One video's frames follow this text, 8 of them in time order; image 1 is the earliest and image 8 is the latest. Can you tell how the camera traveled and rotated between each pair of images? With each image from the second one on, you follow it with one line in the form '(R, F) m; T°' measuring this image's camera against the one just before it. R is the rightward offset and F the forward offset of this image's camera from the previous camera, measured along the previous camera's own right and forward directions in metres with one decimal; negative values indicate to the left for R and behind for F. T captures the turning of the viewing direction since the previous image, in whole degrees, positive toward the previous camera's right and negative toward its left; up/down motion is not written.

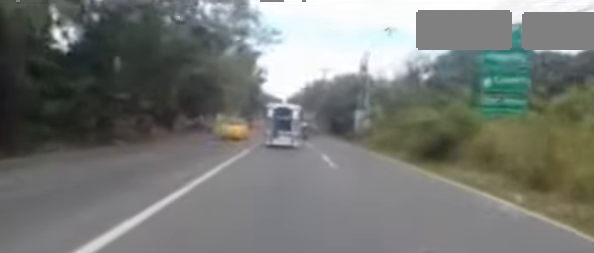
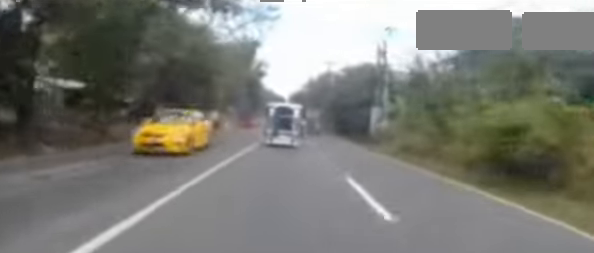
(+0.1, +5.0) m; +1°
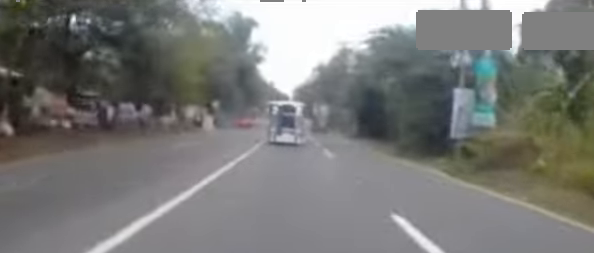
(+0.4, +11.2) m; +2°
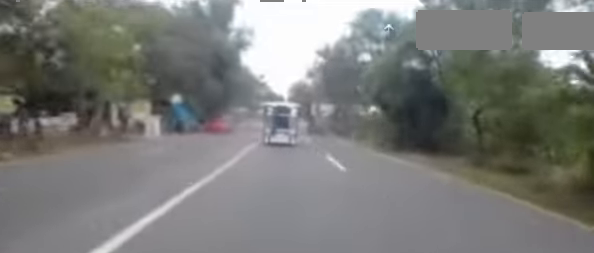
(0.0, +11.1) m; -2°
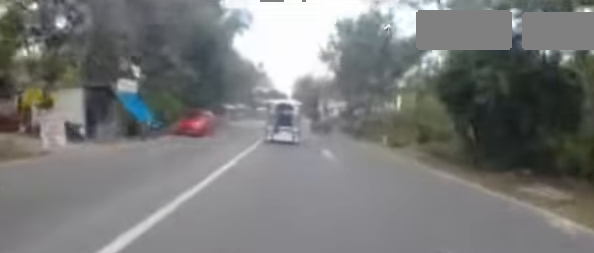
(-0.2, +8.0) m; -1°
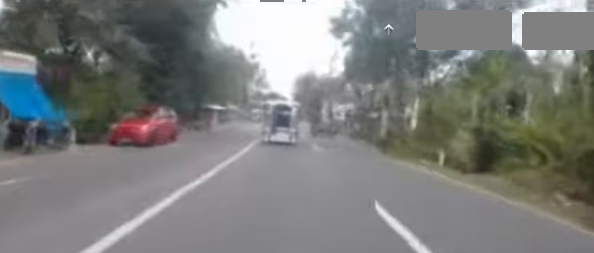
(-0.1, +7.3) m; 0°
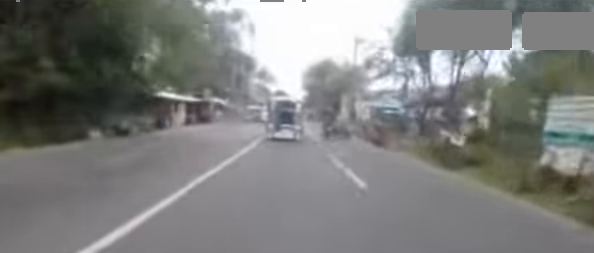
(0.0, +13.5) m; 0°
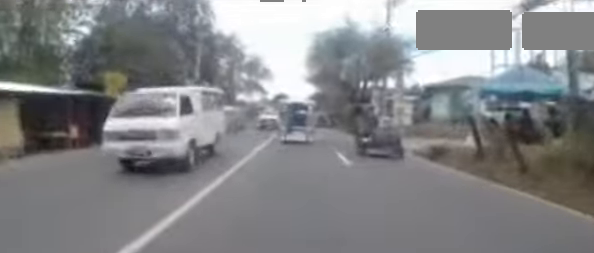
(-0.1, +15.8) m; -3°
